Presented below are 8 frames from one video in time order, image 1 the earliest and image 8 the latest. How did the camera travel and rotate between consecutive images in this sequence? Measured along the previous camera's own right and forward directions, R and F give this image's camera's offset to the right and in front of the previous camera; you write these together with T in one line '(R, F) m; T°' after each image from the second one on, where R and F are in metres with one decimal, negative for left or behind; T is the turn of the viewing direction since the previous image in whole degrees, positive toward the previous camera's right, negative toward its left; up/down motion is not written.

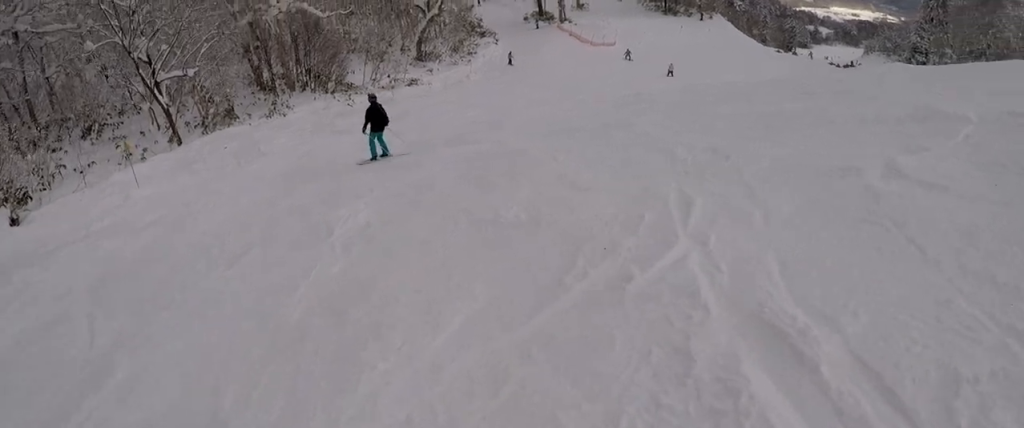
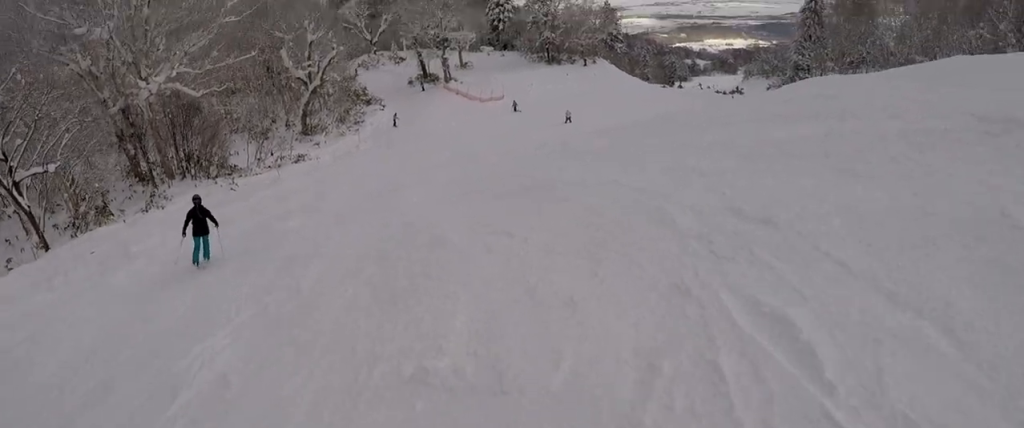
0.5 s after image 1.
(-0.3, +2.1) m; +6°
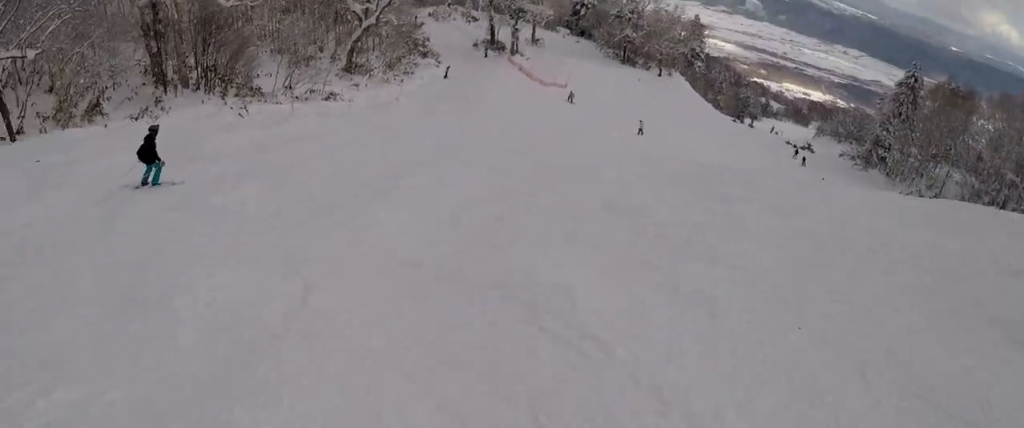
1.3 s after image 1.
(+1.0, +3.8) m; -4°
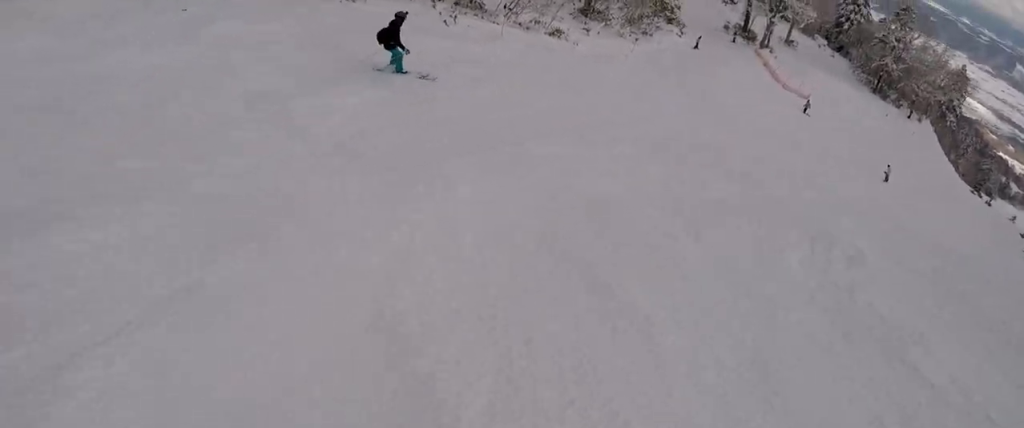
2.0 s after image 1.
(-0.7, +2.7) m; -25°
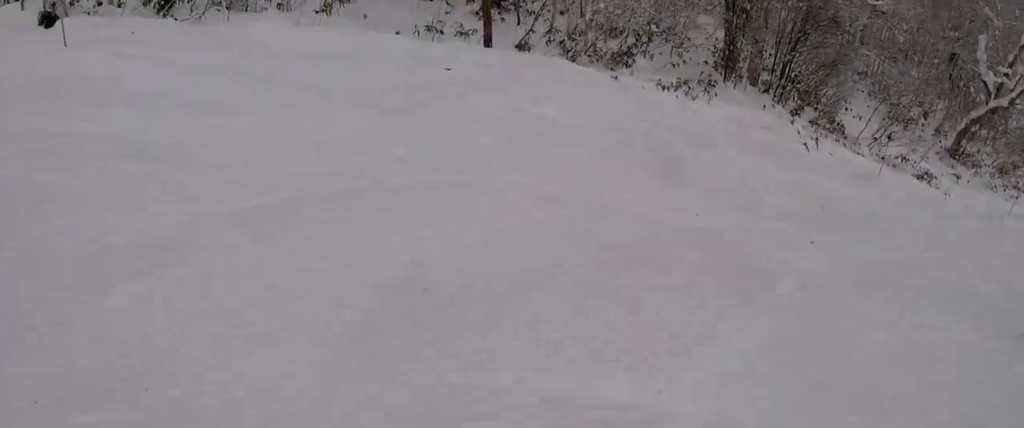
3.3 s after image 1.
(-2.3, +4.7) m; -27°
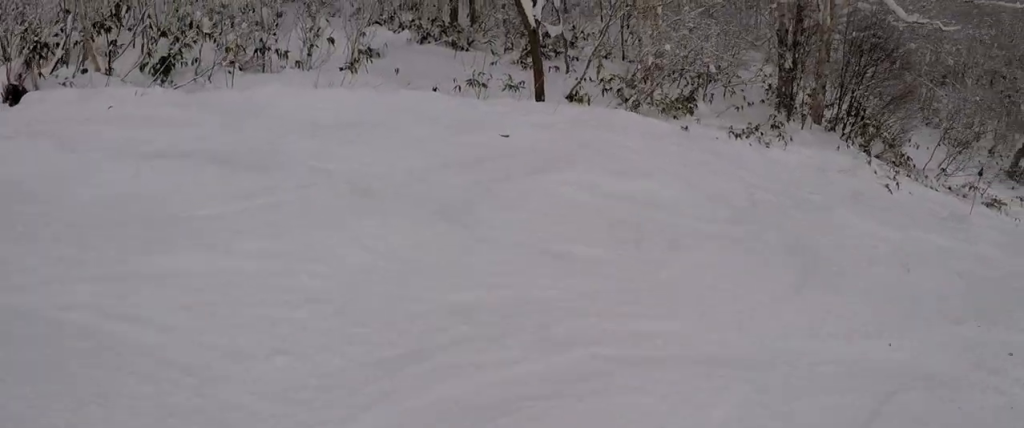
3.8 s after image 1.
(+0.1, +2.4) m; +13°
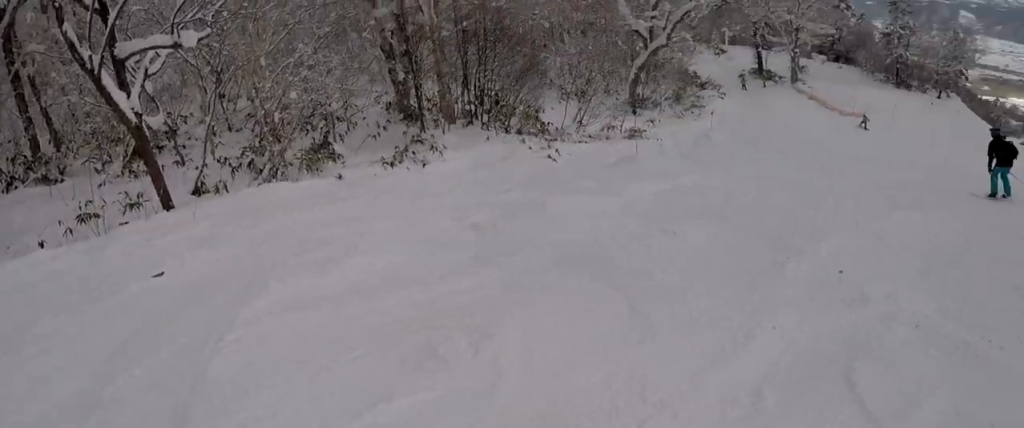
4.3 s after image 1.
(-0.1, +2.2) m; +21°
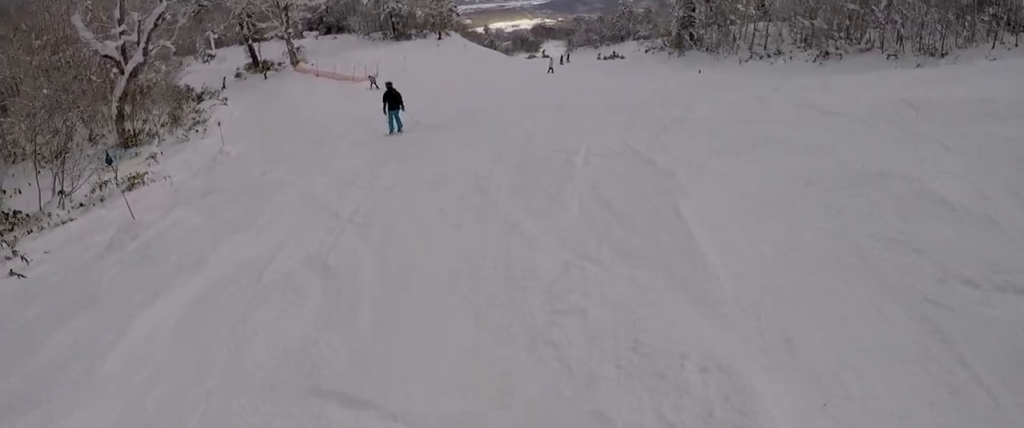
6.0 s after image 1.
(+4.4, +6.7) m; +40°
